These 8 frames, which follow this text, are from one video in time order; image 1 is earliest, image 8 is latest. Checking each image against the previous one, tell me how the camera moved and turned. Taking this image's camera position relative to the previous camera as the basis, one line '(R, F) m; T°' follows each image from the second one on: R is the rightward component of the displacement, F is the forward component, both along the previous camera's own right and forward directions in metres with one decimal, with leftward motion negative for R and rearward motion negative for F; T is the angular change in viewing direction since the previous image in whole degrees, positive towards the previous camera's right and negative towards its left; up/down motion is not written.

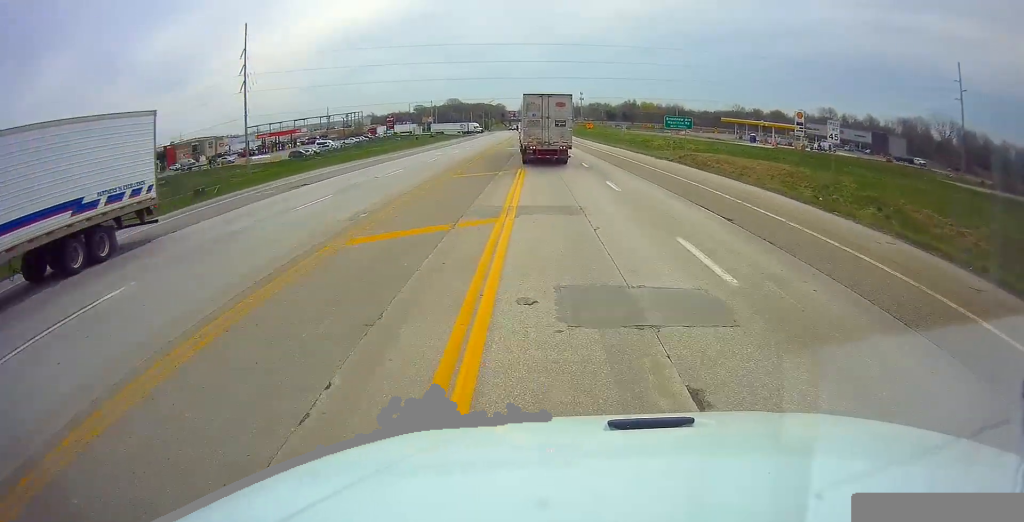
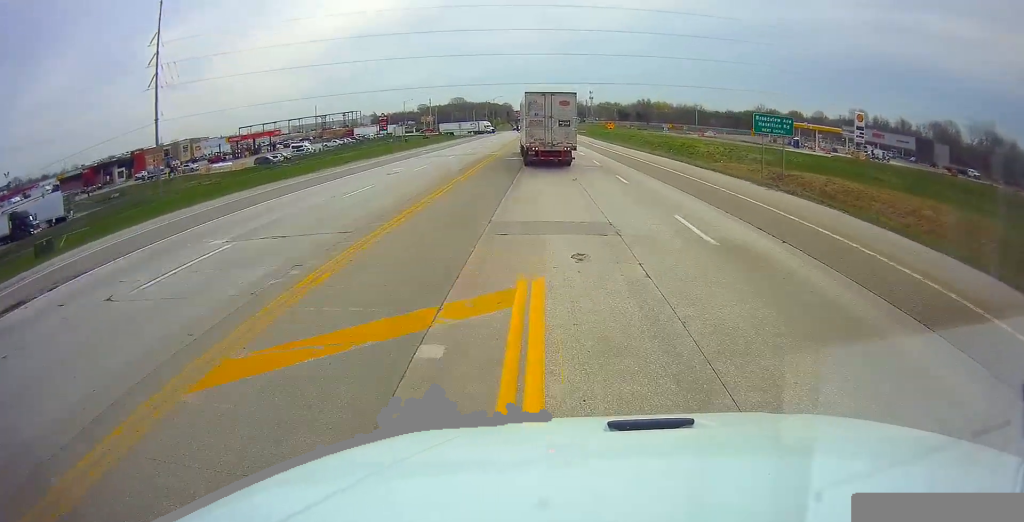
(-0.1, +19.5) m; -1°
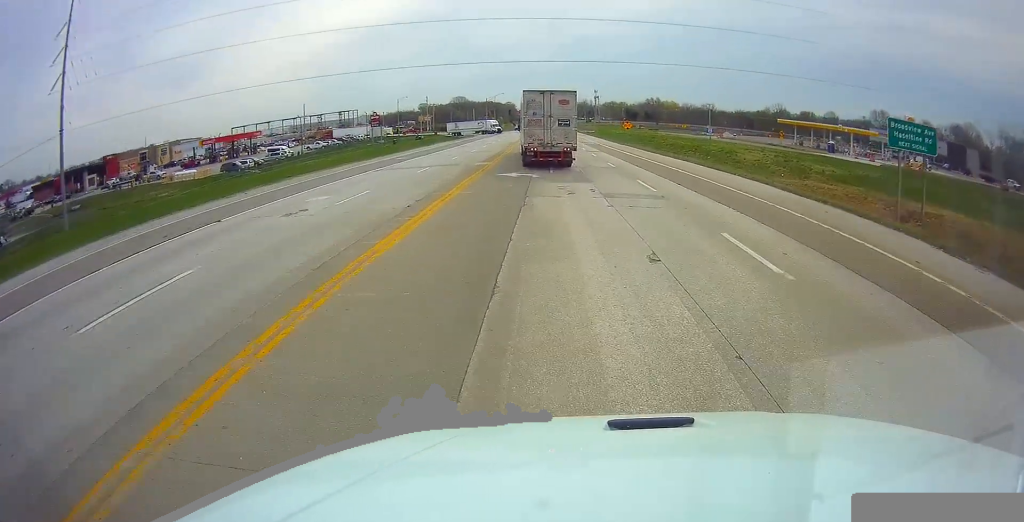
(-0.1, +13.0) m; 0°
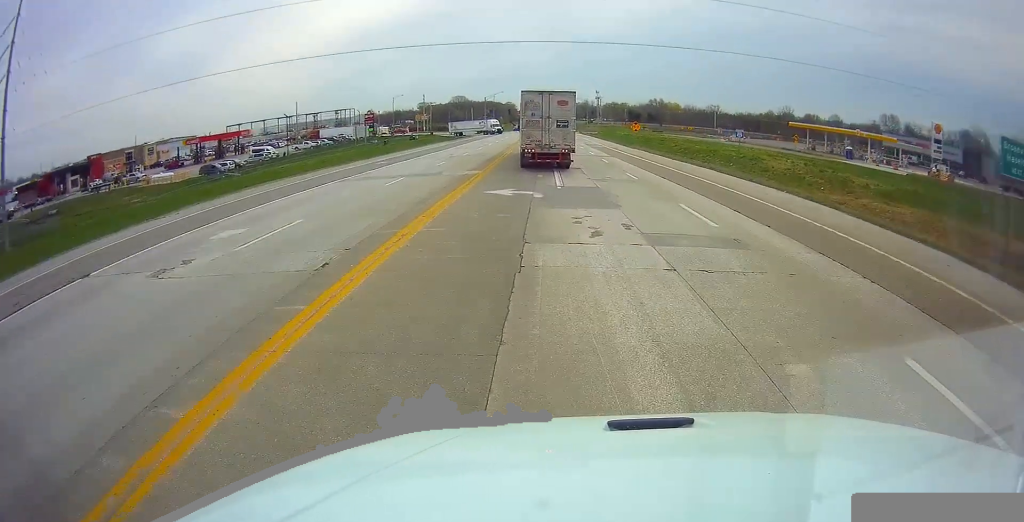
(+0.1, +6.1) m; +1°
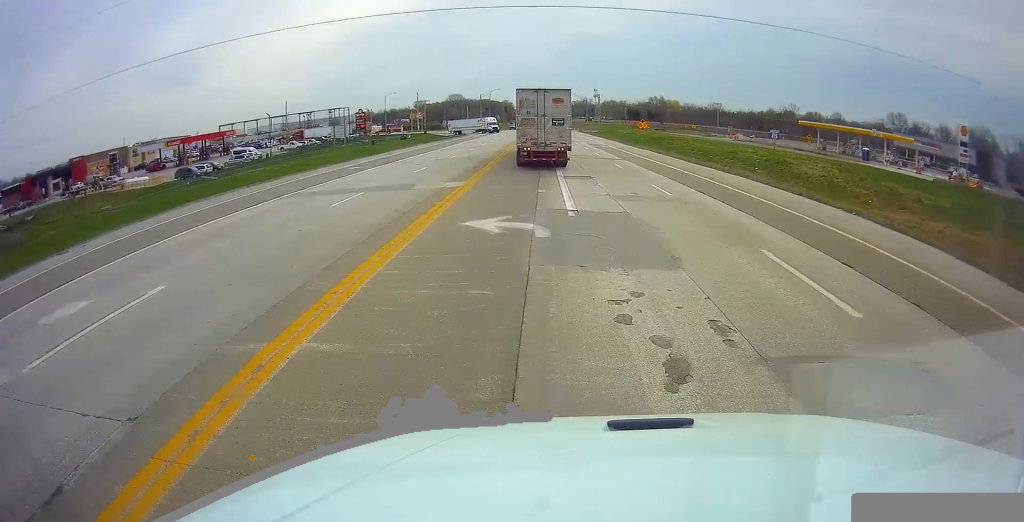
(0.0, +6.1) m; +1°
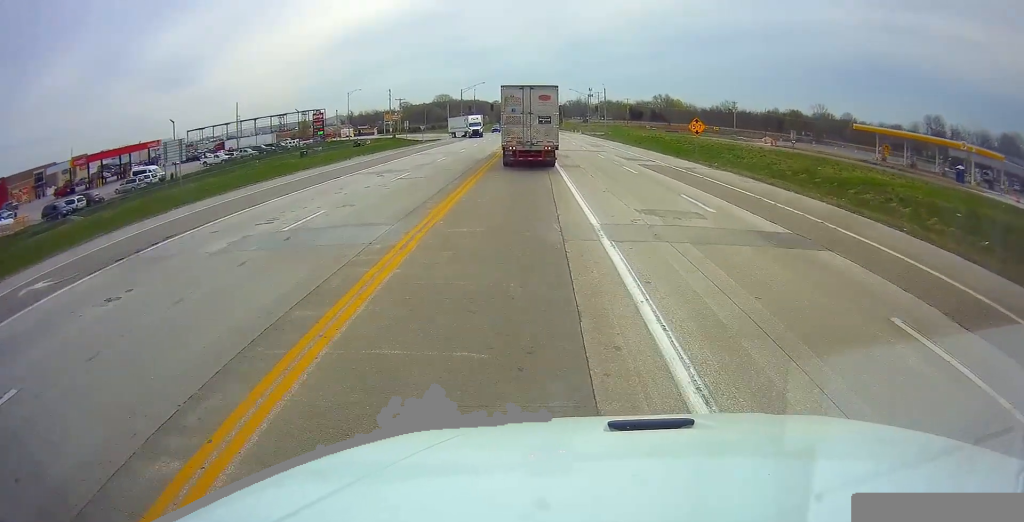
(0.0, +24.6) m; -1°
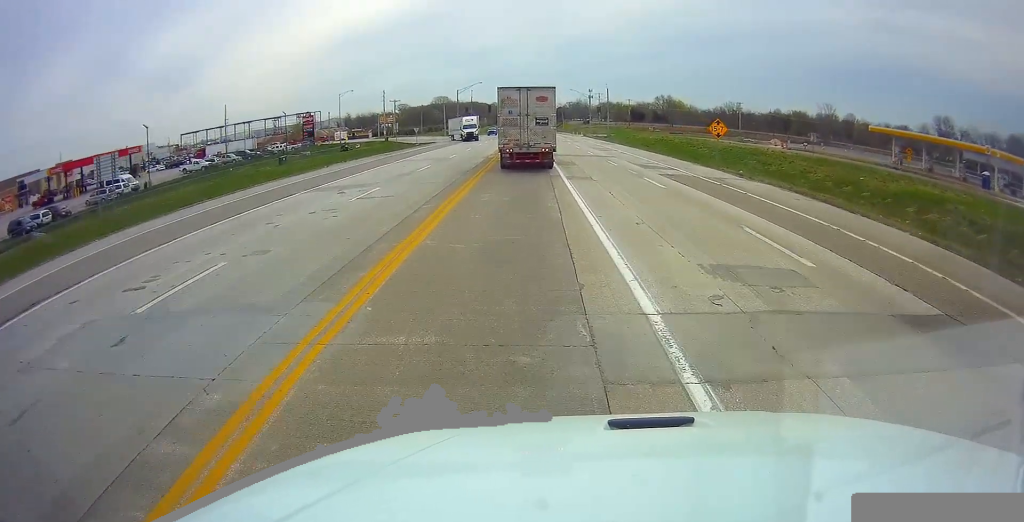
(0.0, +5.2) m; 0°
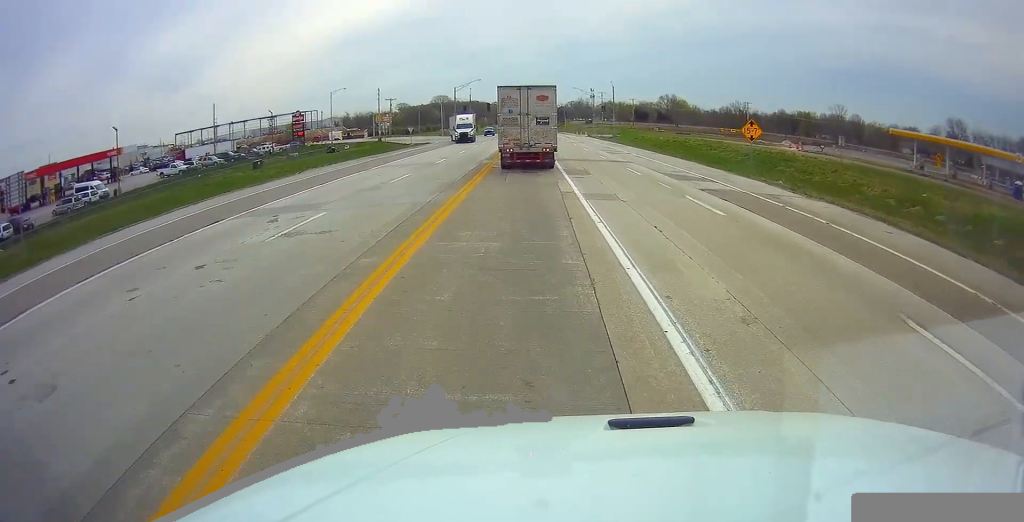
(0.0, +5.5) m; 0°
